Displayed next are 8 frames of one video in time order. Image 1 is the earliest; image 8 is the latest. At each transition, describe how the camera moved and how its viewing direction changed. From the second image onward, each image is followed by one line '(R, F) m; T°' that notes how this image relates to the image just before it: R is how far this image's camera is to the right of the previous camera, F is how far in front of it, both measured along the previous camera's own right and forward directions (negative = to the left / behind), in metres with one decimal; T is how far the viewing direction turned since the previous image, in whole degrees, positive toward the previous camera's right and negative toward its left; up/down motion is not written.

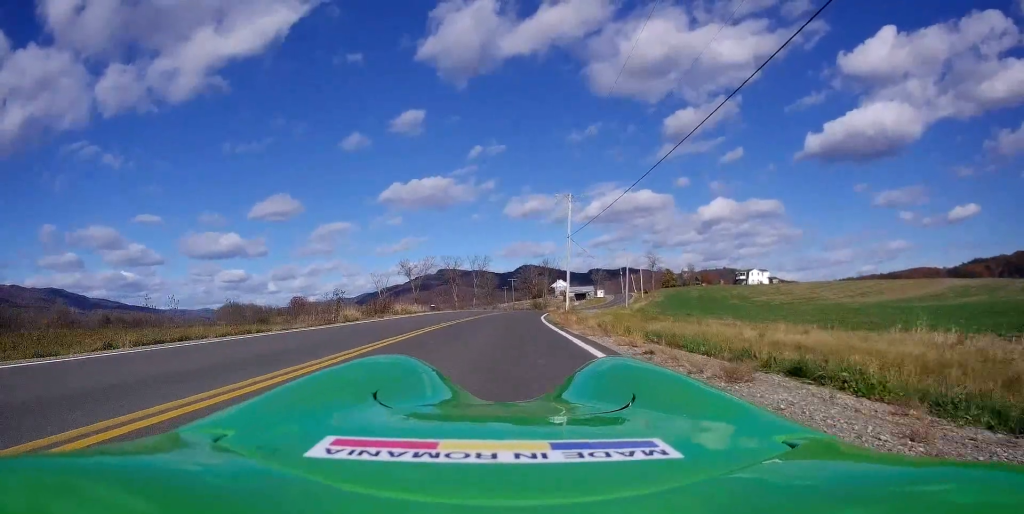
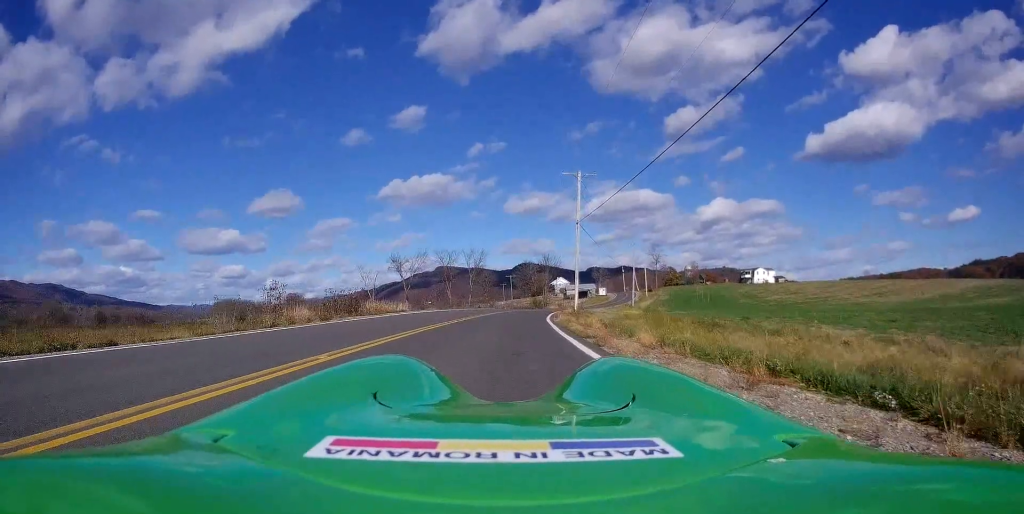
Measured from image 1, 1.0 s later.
(+0.4, +8.0) m; +2°
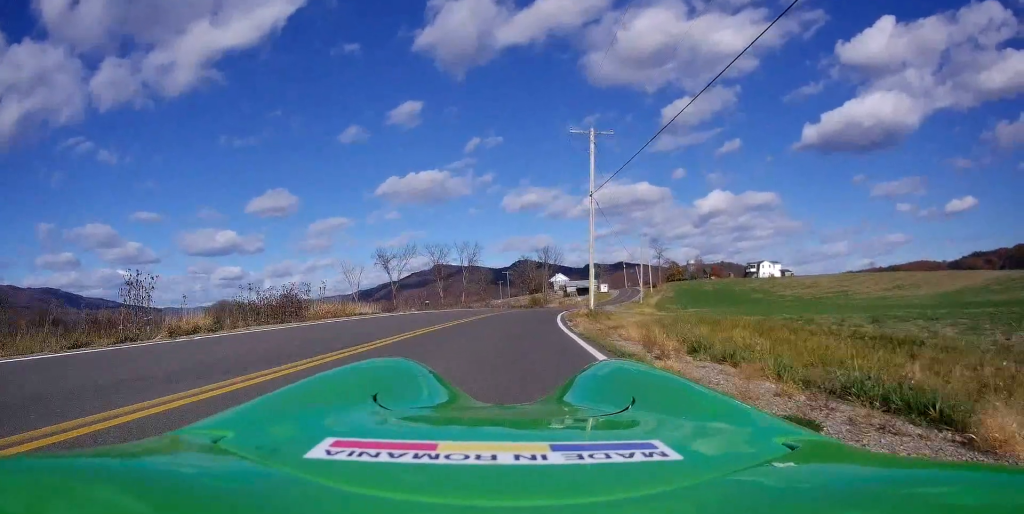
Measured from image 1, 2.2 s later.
(-0.2, +9.2) m; -2°
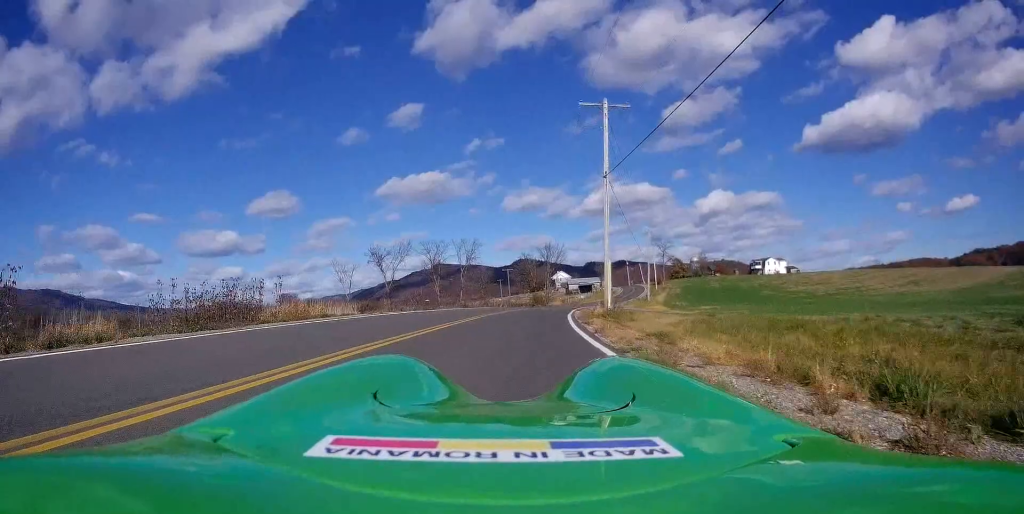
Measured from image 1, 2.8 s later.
(-0.1, +5.2) m; 0°
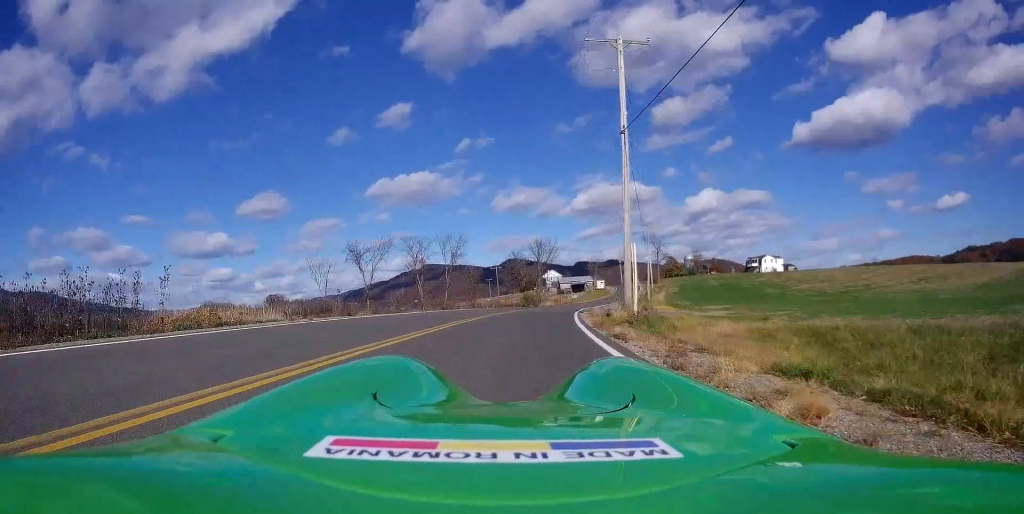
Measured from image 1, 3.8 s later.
(+0.1, +7.2) m; 0°
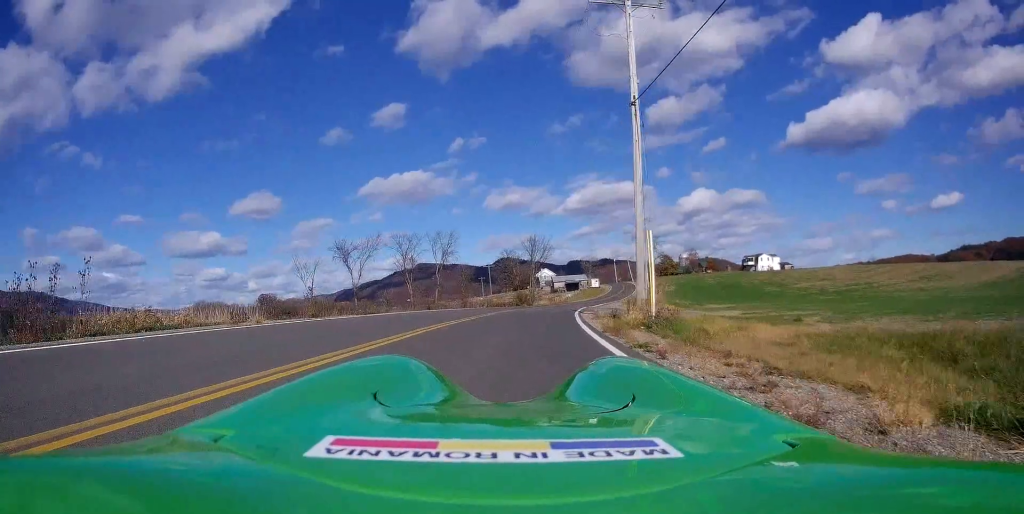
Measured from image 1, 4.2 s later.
(-0.1, +3.2) m; +1°
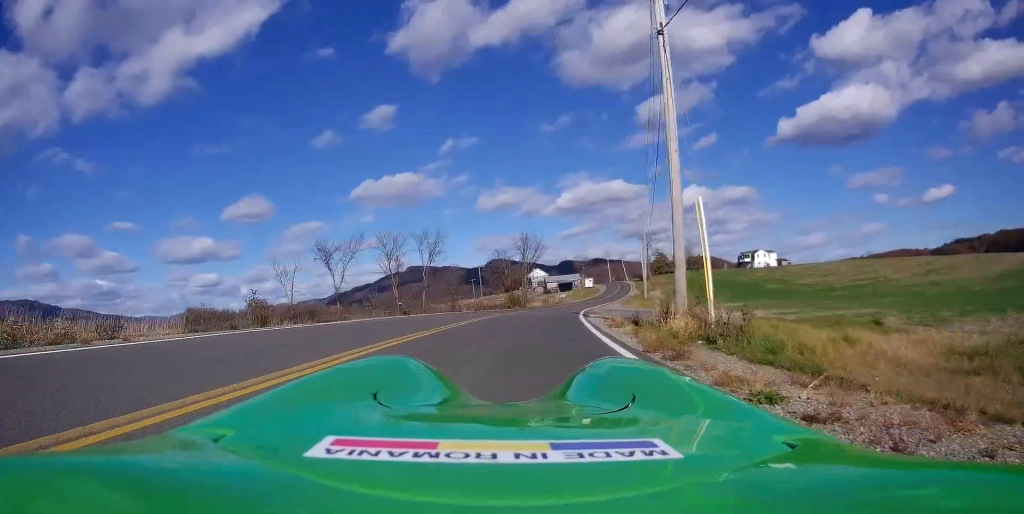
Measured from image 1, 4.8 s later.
(-0.1, +4.9) m; +2°
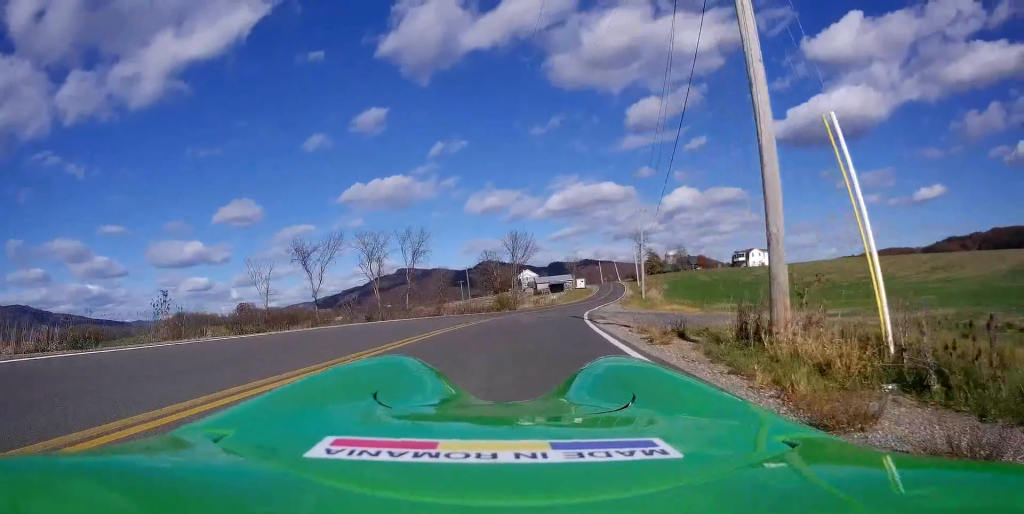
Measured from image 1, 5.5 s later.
(+0.3, +5.2) m; +2°
